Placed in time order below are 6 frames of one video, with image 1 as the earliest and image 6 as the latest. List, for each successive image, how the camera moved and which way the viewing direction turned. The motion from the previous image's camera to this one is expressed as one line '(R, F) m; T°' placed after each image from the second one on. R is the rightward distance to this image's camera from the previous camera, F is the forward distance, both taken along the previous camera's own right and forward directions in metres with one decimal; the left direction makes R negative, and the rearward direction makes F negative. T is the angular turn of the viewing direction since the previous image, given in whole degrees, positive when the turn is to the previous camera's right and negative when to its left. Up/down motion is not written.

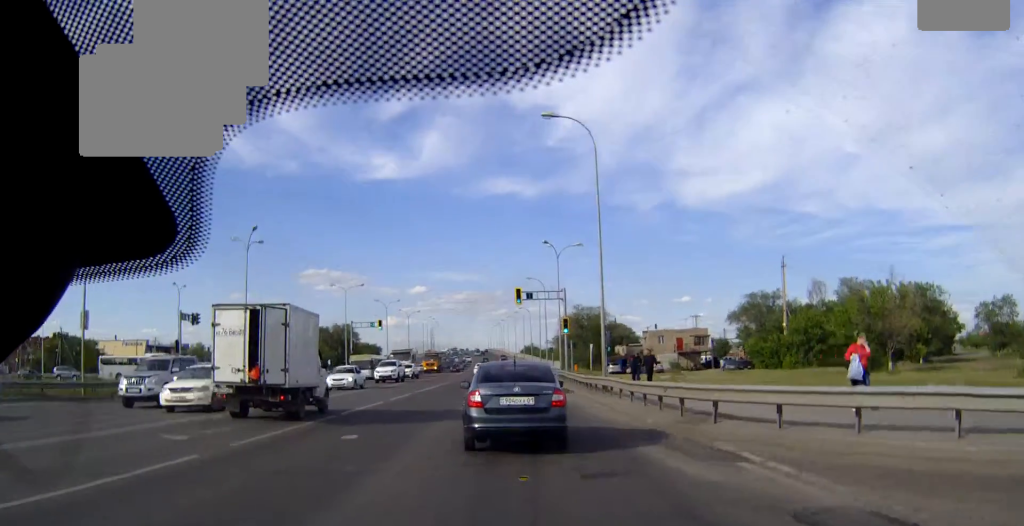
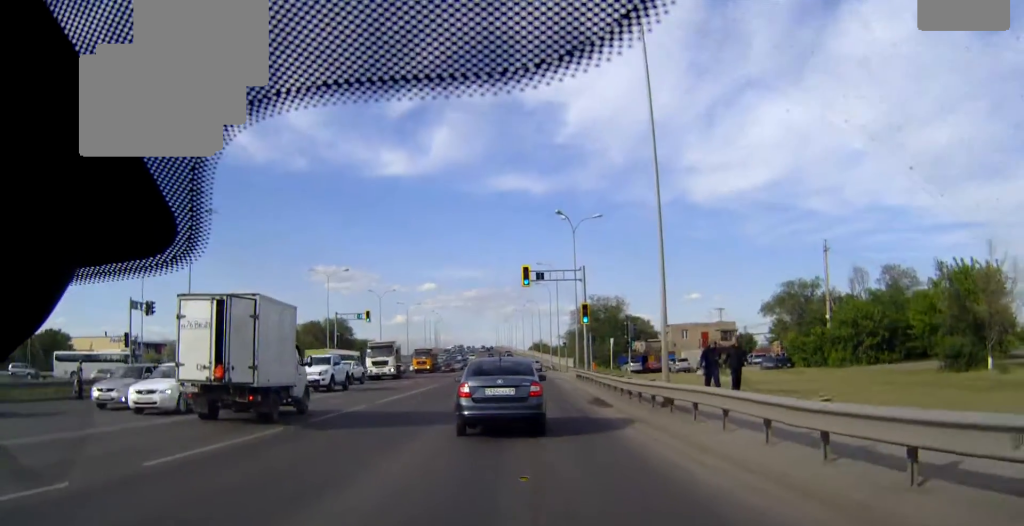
(-0.1, +11.7) m; 0°
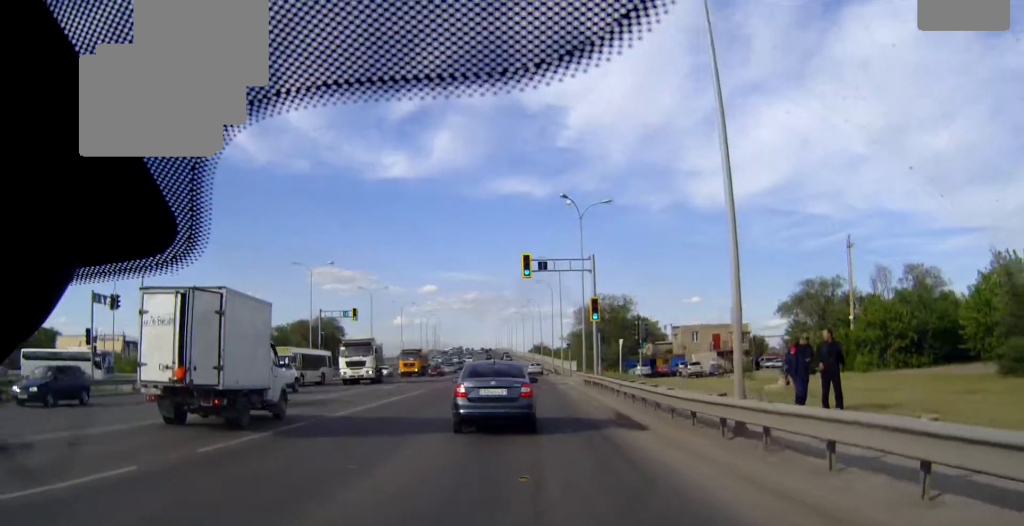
(0.0, +6.5) m; 0°
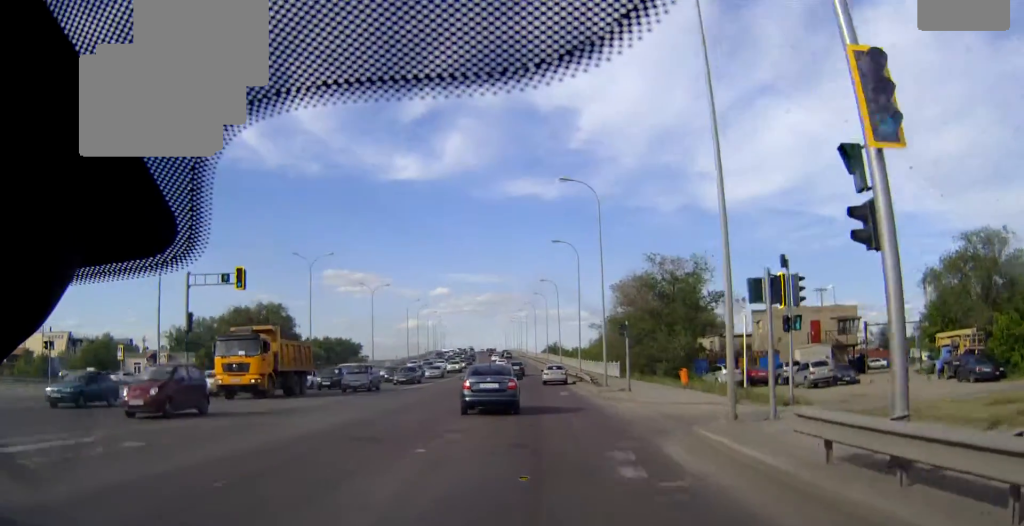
(-0.1, +32.6) m; -1°
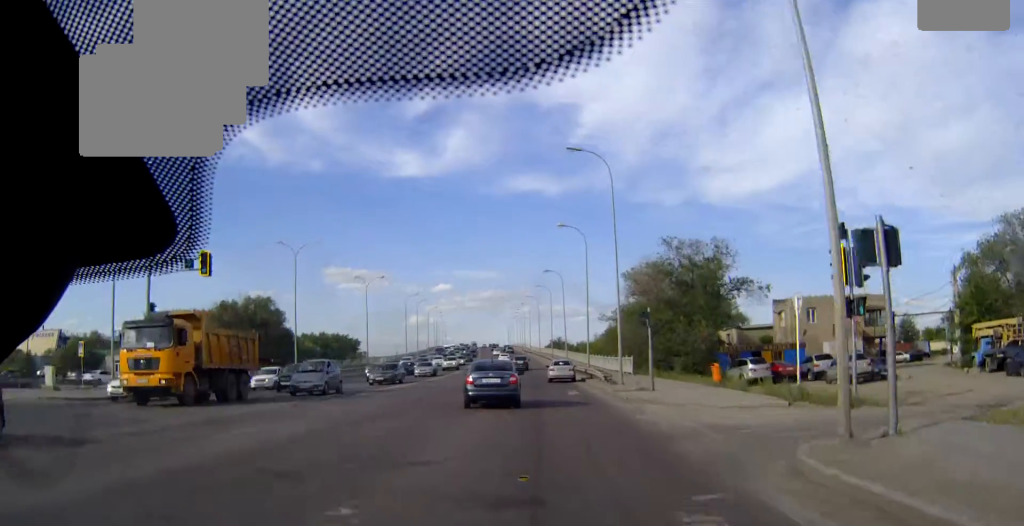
(-0.1, +5.3) m; 0°
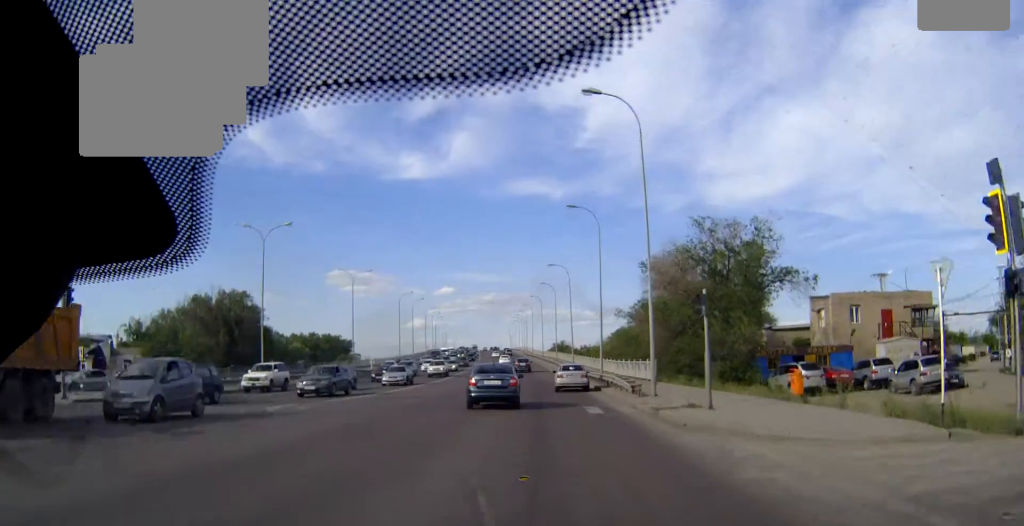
(0.0, +8.4) m; 0°
